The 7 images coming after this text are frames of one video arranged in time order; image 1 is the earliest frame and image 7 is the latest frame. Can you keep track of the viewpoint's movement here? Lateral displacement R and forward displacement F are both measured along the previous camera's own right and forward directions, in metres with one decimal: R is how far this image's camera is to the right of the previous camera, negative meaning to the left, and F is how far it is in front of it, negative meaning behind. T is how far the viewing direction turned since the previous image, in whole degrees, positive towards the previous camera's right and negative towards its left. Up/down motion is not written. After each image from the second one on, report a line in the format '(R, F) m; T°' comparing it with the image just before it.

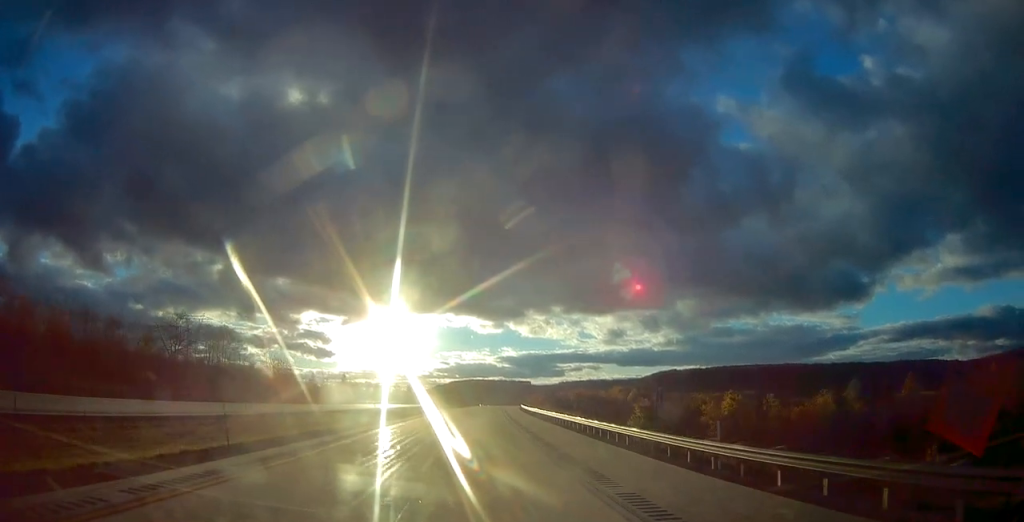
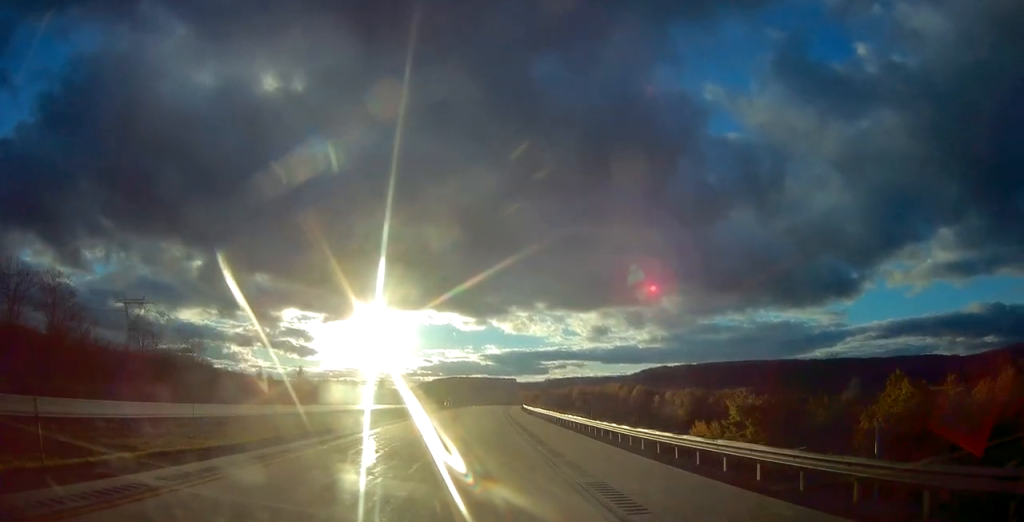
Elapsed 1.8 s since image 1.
(+0.8, +56.2) m; +2°
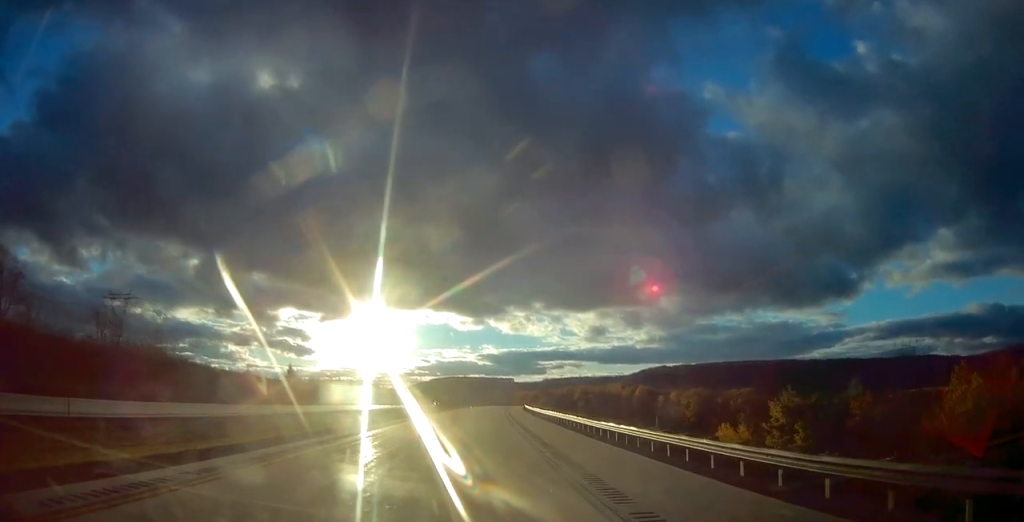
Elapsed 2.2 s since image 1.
(+0.1, +12.4) m; +1°
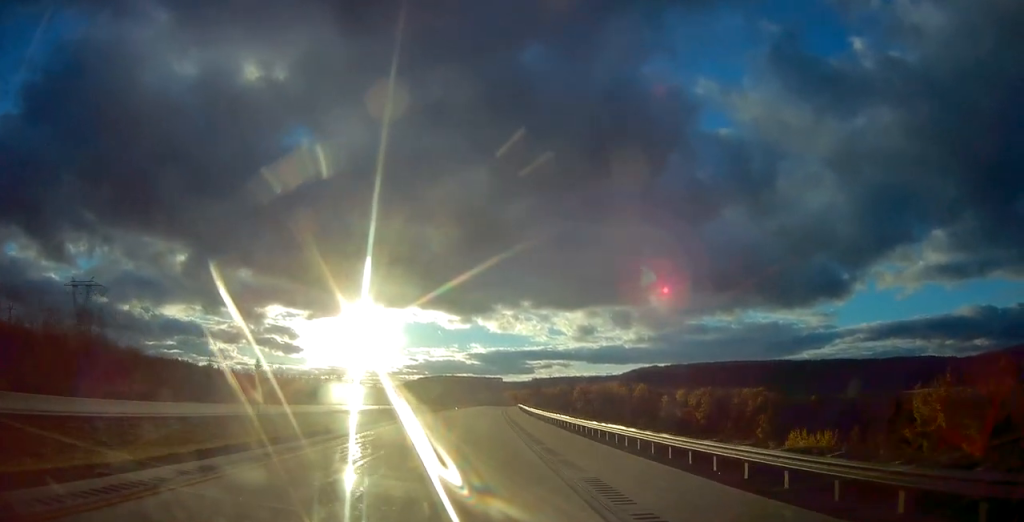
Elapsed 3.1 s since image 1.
(+0.3, +27.0) m; +1°
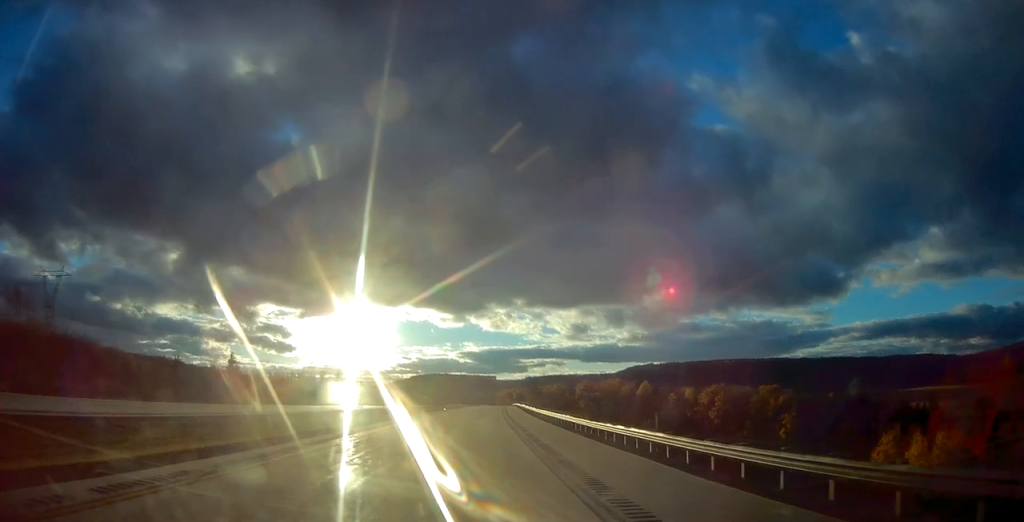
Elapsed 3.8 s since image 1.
(+0.1, +20.9) m; +1°
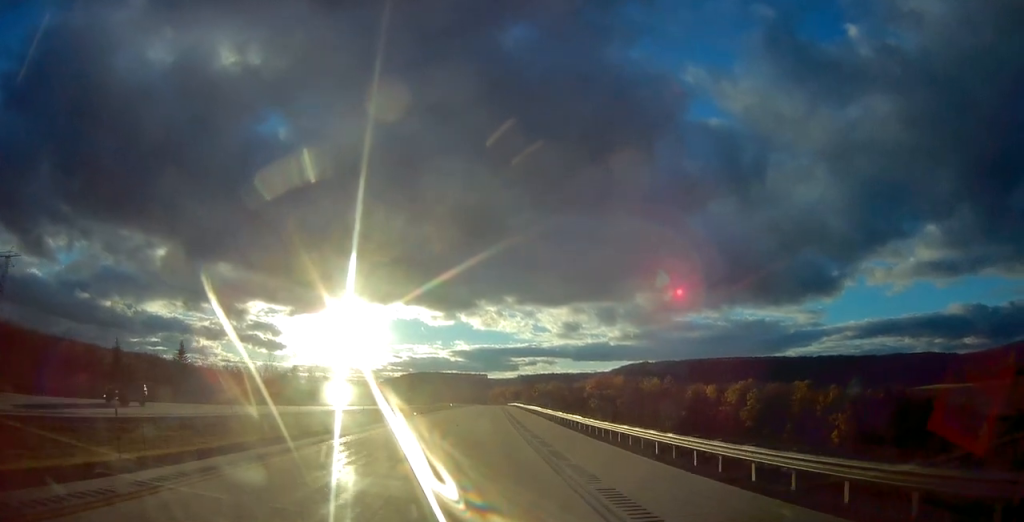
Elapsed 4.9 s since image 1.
(+0.3, +34.8) m; +1°
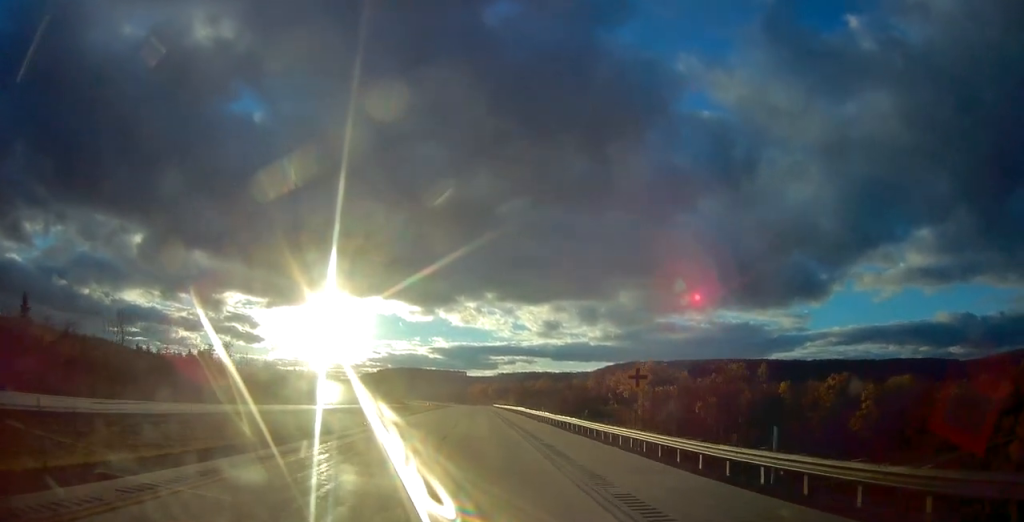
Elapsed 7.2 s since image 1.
(+1.3, +72.5) m; +2°
